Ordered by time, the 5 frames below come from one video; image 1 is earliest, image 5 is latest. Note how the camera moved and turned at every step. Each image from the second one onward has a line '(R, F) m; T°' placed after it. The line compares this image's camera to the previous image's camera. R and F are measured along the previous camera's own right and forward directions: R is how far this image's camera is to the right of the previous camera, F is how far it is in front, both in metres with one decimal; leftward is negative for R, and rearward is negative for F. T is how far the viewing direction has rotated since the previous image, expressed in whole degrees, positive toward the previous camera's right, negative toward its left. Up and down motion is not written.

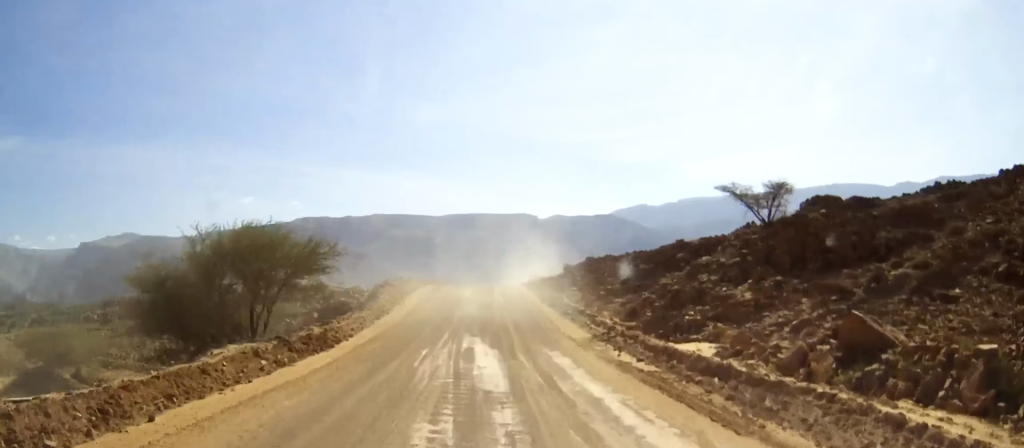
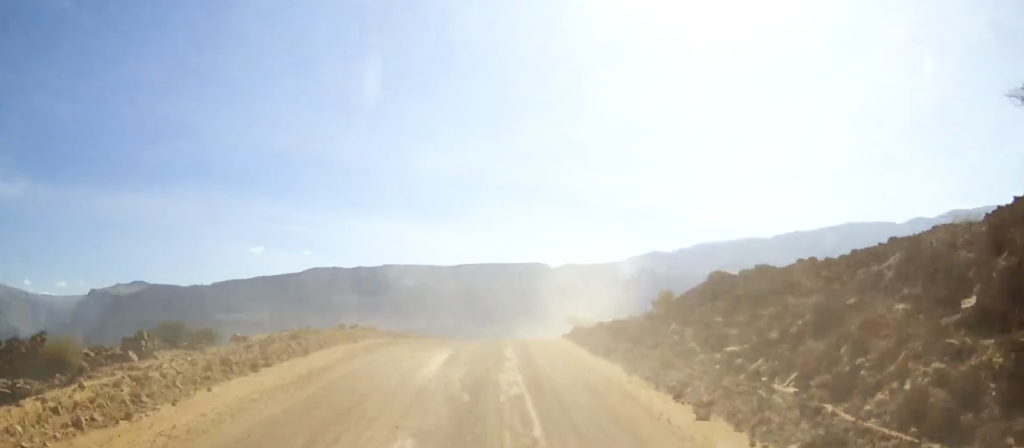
(+0.2, +29.8) m; 0°
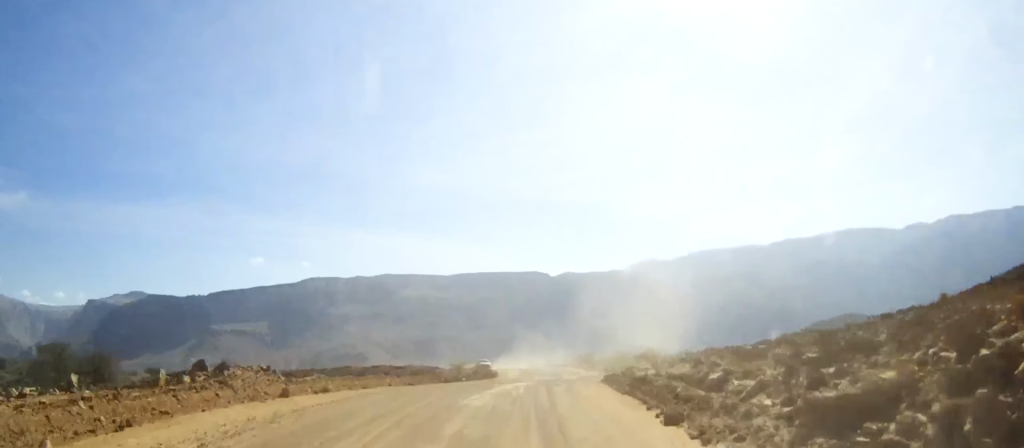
(-0.1, +17.5) m; 0°
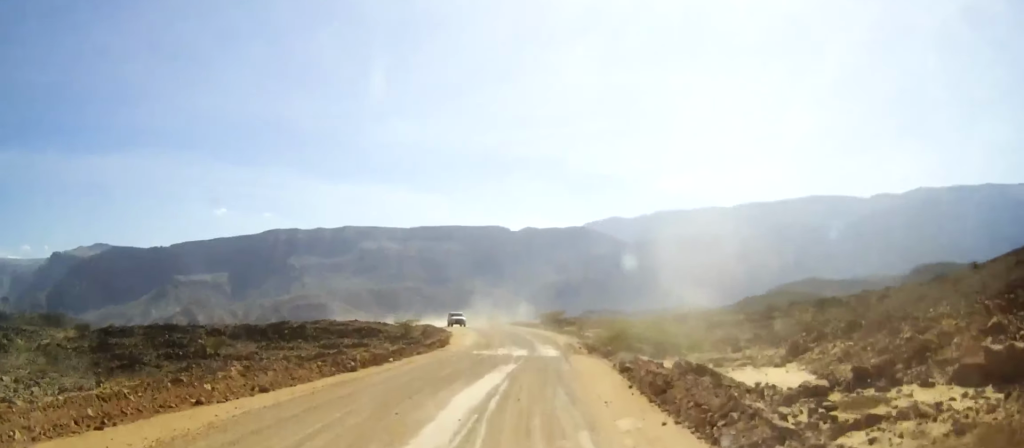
(+0.2, +15.4) m; +2°
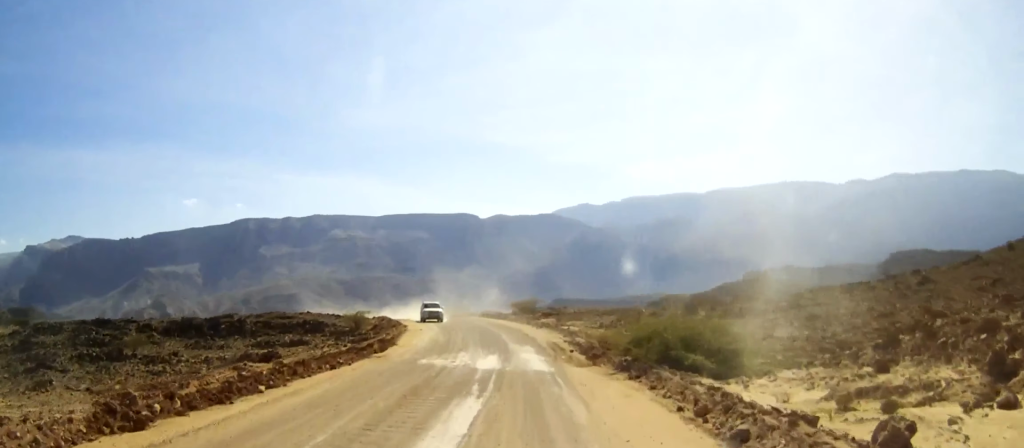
(+0.2, +11.8) m; +2°
